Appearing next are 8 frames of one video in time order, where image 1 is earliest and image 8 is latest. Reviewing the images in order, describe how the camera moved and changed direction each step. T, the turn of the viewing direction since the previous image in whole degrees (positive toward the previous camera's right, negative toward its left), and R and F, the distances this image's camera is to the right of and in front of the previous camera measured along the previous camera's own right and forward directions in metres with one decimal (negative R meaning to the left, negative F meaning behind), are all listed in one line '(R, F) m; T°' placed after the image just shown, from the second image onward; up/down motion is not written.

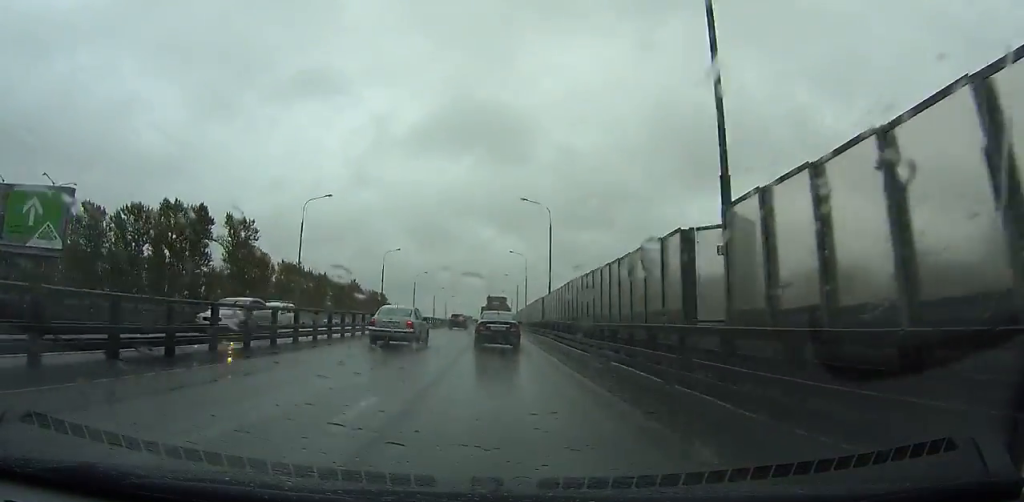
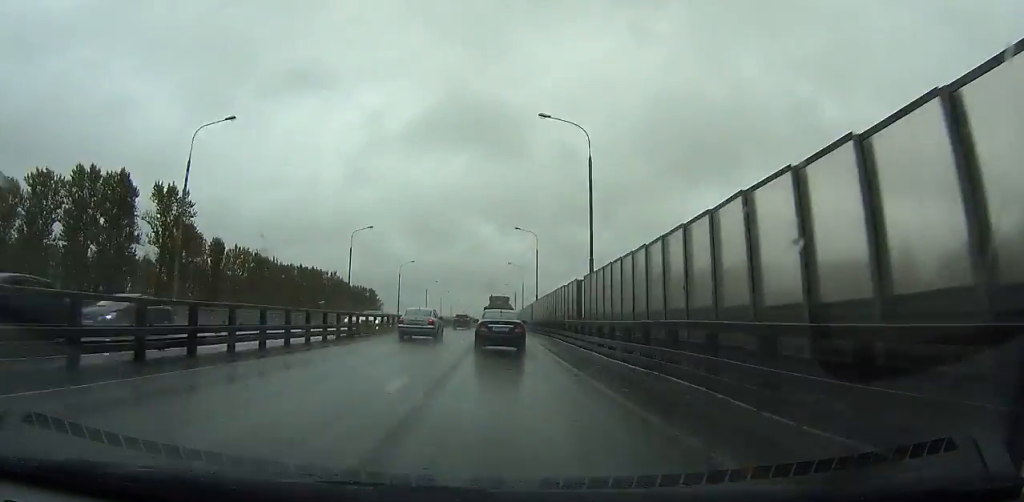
(+0.1, +22.0) m; 0°
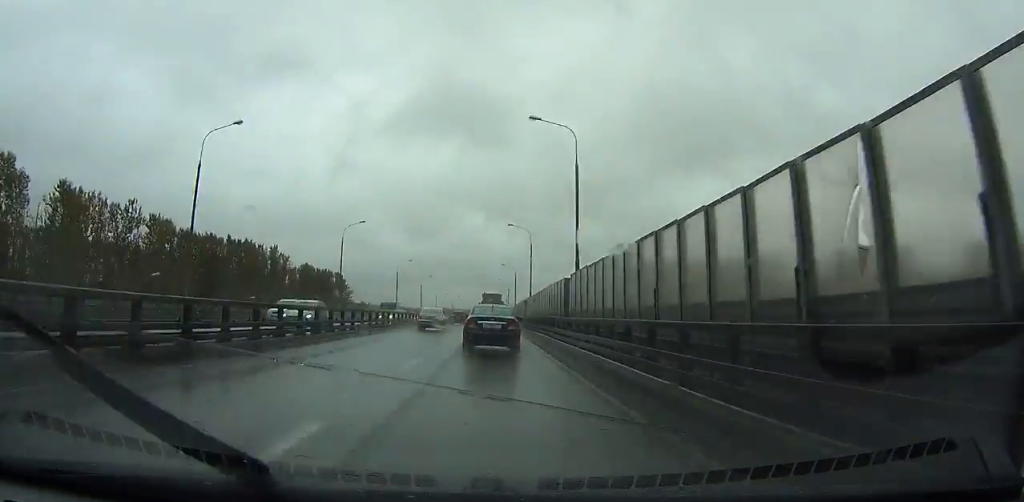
(0.0, +39.0) m; 0°
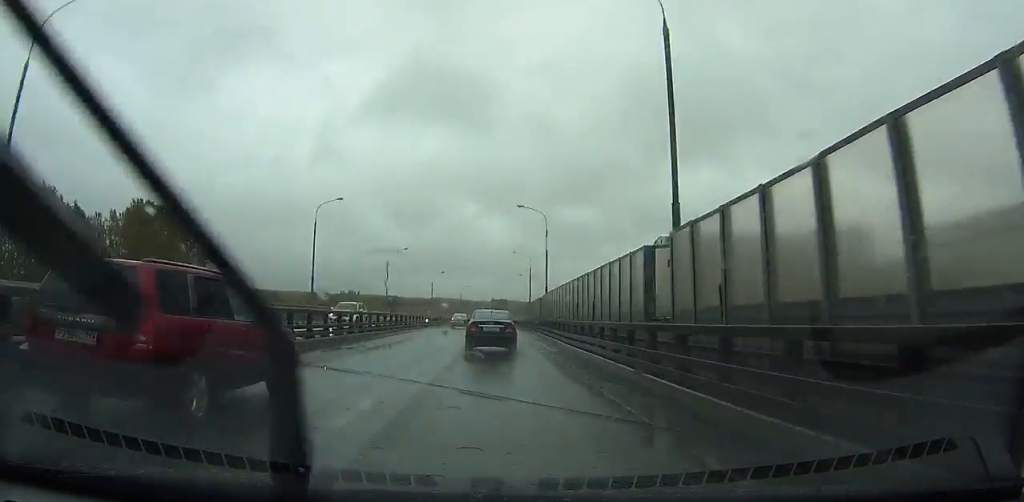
(+0.3, +97.1) m; +1°
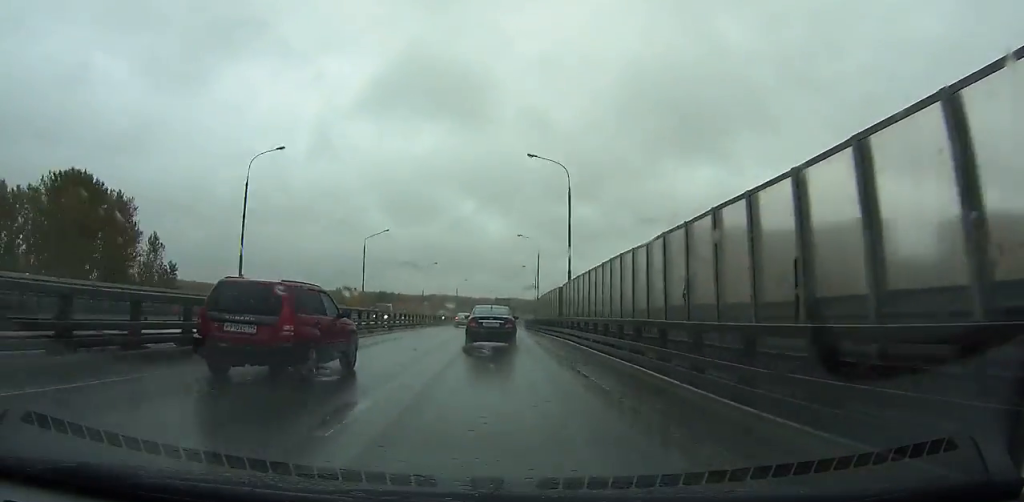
(0.0, +16.7) m; 0°
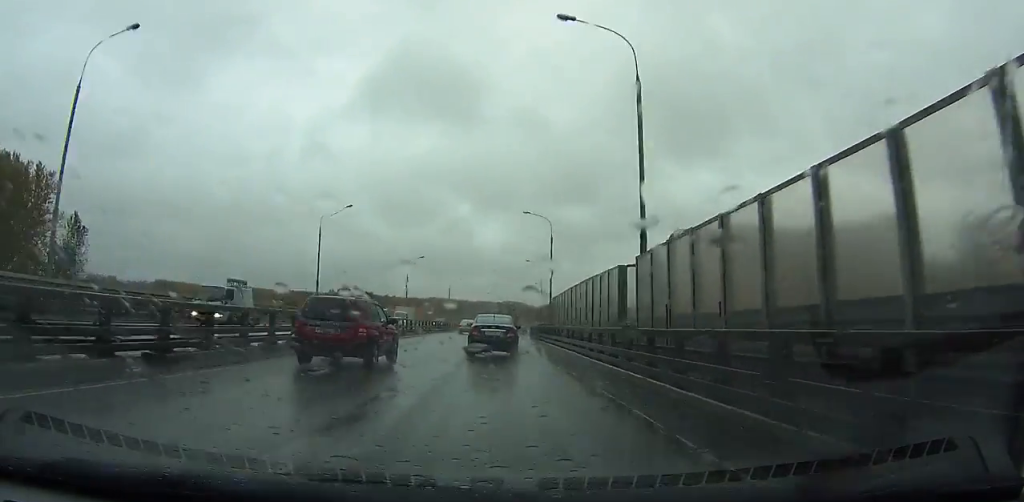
(0.0, +18.4) m; 0°
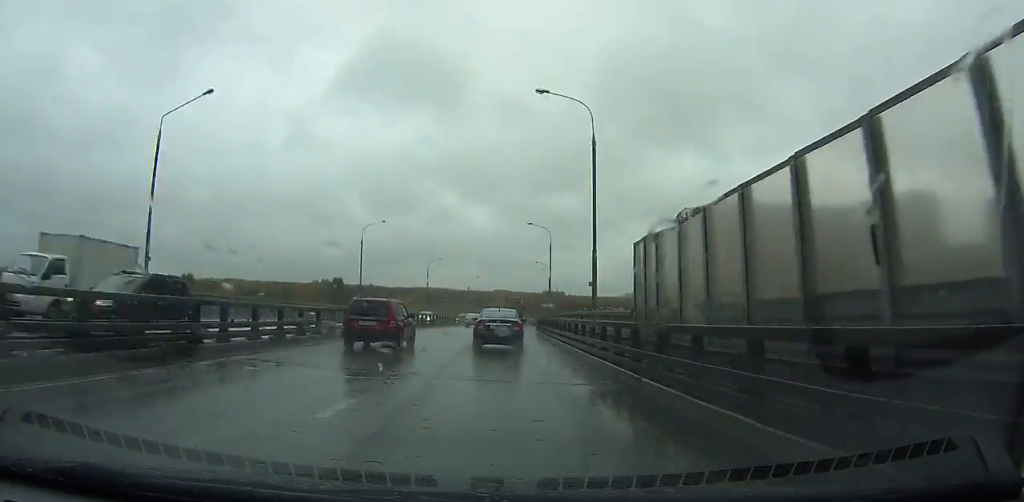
(-0.1, +28.9) m; 0°
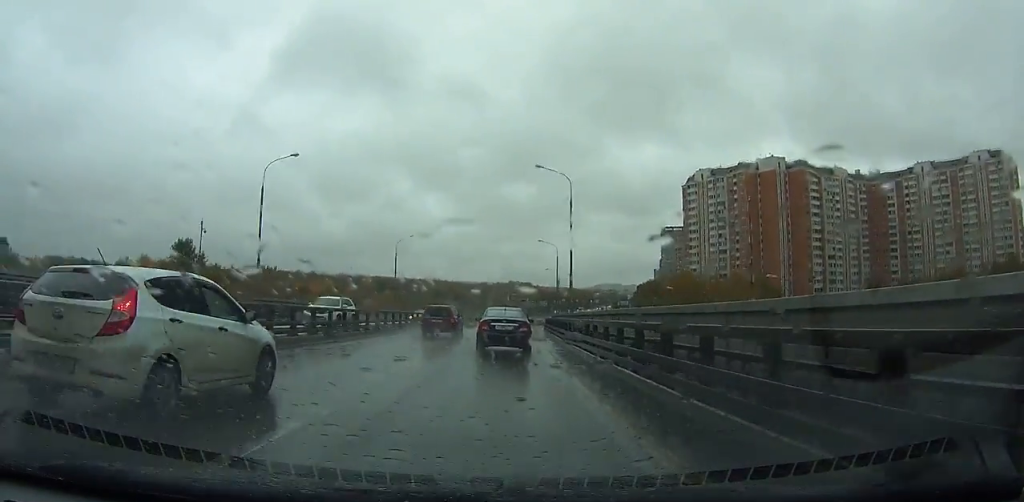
(+1.8, +67.3) m; +3°
